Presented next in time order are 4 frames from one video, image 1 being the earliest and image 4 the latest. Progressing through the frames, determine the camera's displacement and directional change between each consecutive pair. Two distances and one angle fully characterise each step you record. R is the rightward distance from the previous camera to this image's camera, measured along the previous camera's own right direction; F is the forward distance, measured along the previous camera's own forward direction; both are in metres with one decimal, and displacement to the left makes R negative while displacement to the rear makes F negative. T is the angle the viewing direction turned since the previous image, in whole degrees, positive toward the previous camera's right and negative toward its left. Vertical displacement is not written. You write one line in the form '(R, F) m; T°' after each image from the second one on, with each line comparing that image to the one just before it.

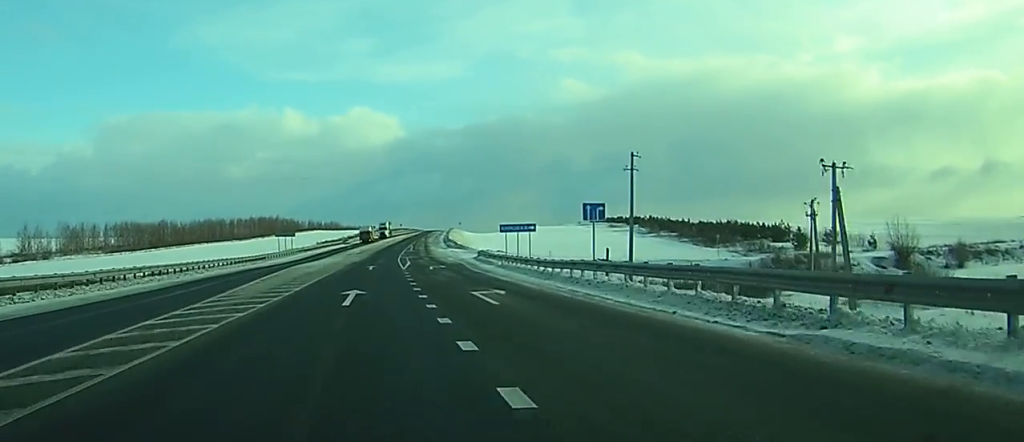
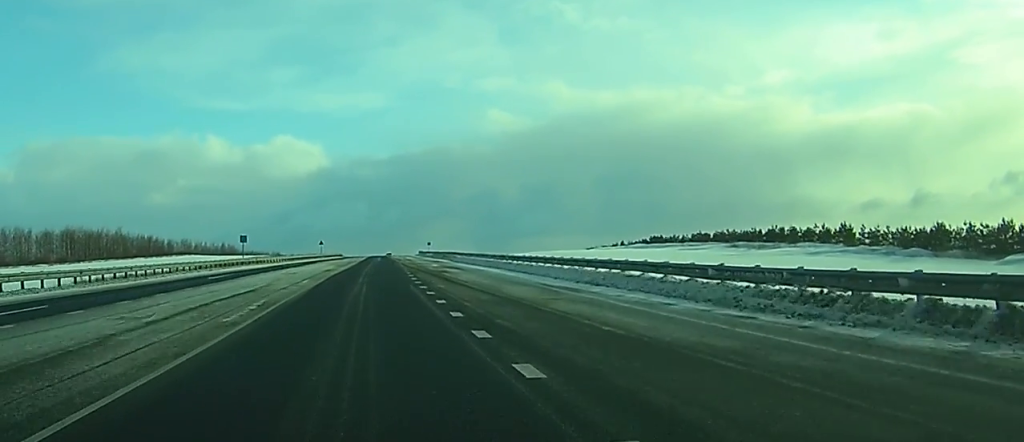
(+6.4, +159.5) m; +5°
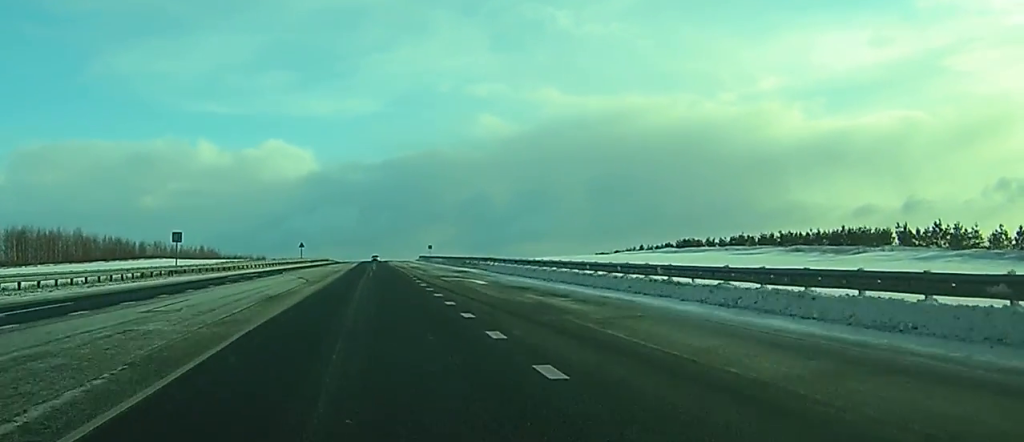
(+0.2, +28.0) m; +1°
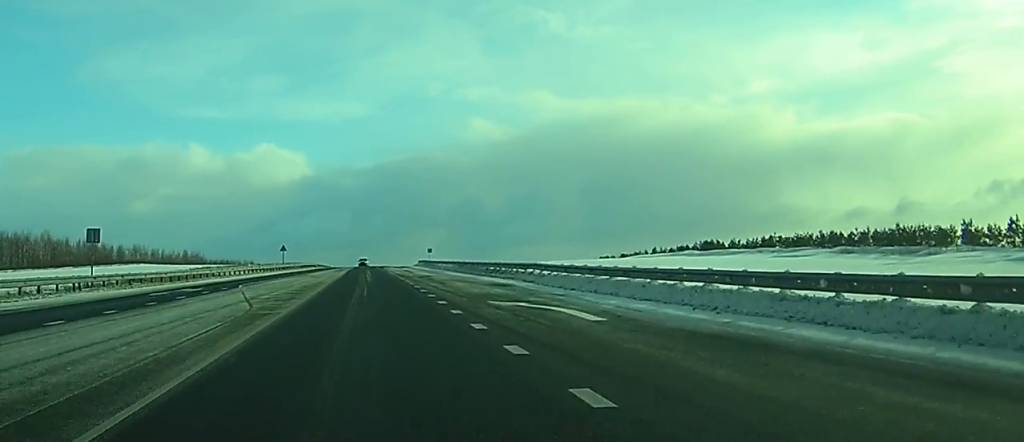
(0.0, +17.5) m; 0°
